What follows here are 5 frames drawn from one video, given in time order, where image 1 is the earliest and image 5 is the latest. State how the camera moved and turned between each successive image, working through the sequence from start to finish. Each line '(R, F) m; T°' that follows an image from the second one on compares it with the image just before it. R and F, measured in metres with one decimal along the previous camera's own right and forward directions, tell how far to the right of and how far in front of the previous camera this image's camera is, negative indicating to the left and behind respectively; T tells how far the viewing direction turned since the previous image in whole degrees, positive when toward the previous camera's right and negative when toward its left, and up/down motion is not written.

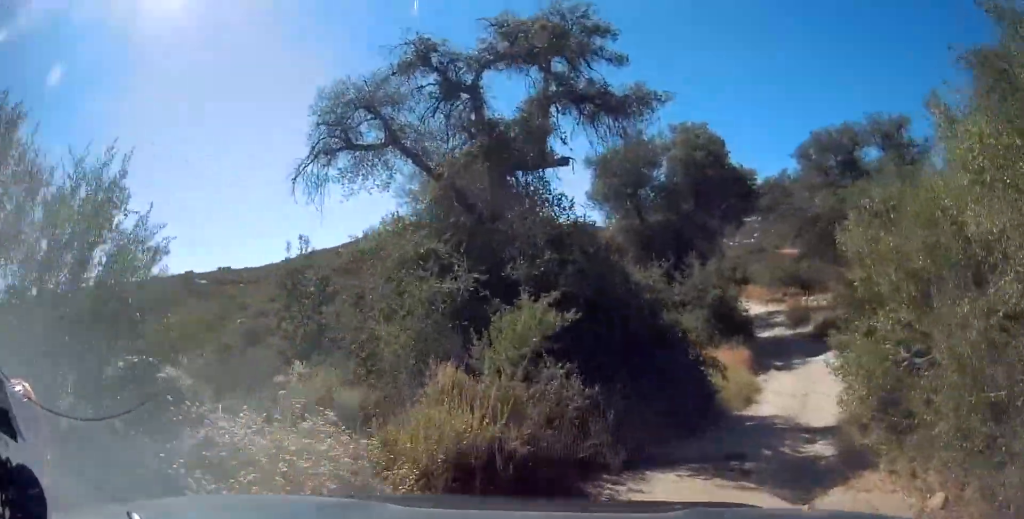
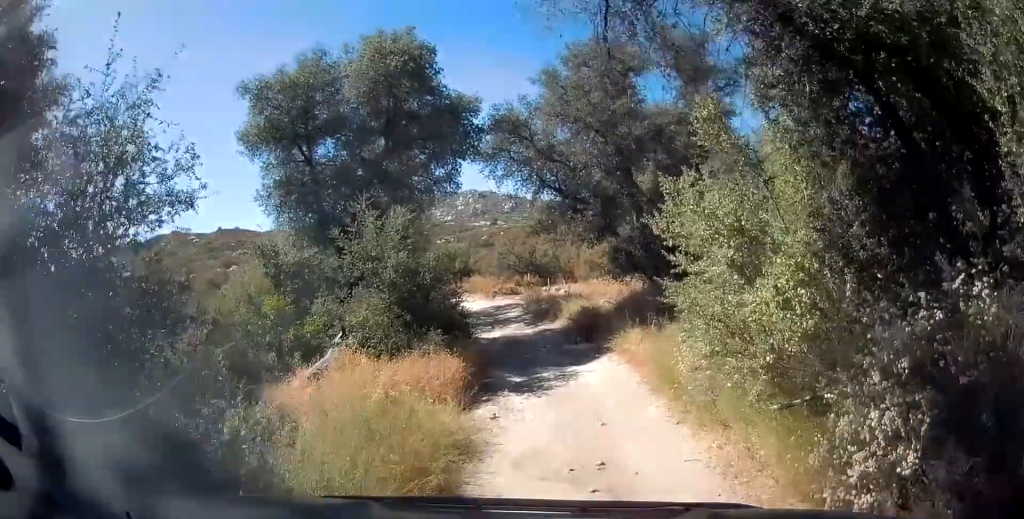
(+2.4, +9.9) m; +23°
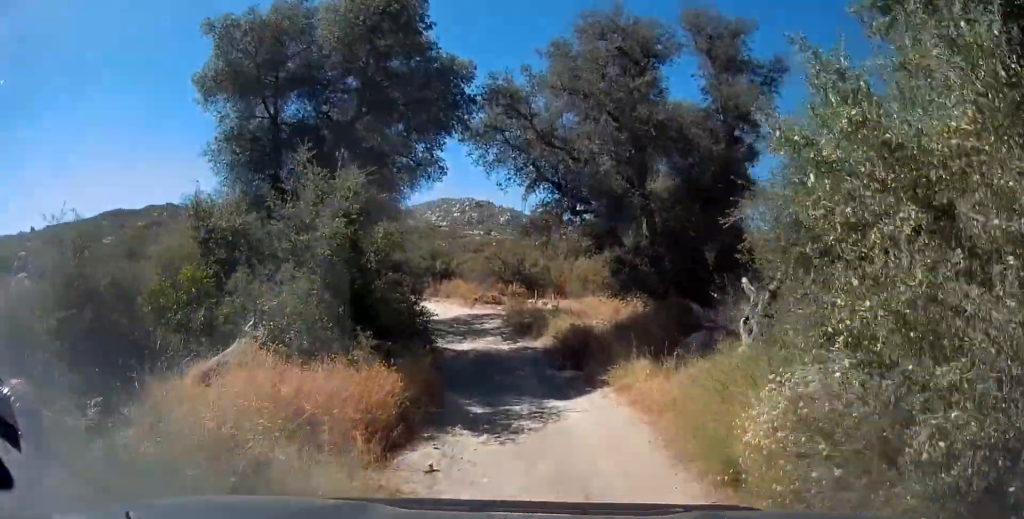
(+0.2, +3.6) m; +2°
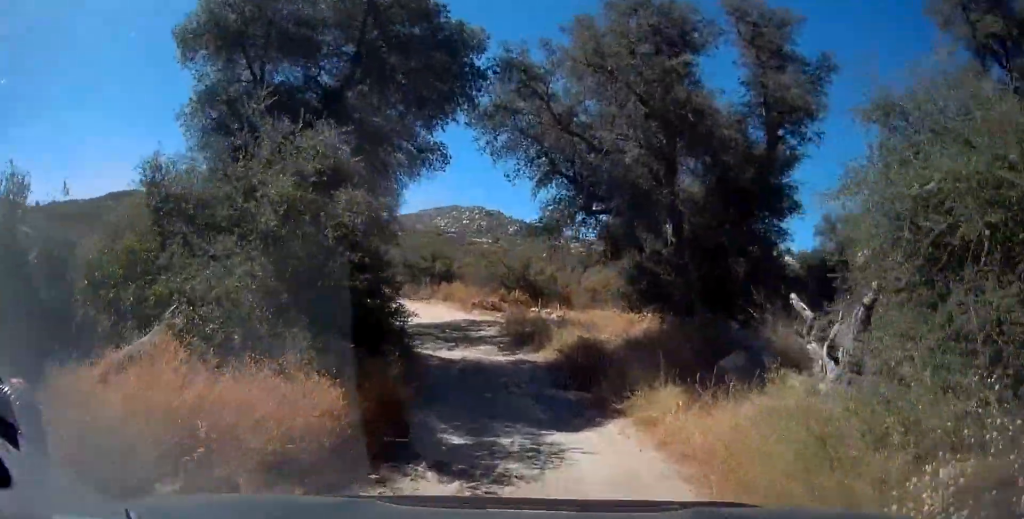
(0.0, +2.7) m; -2°
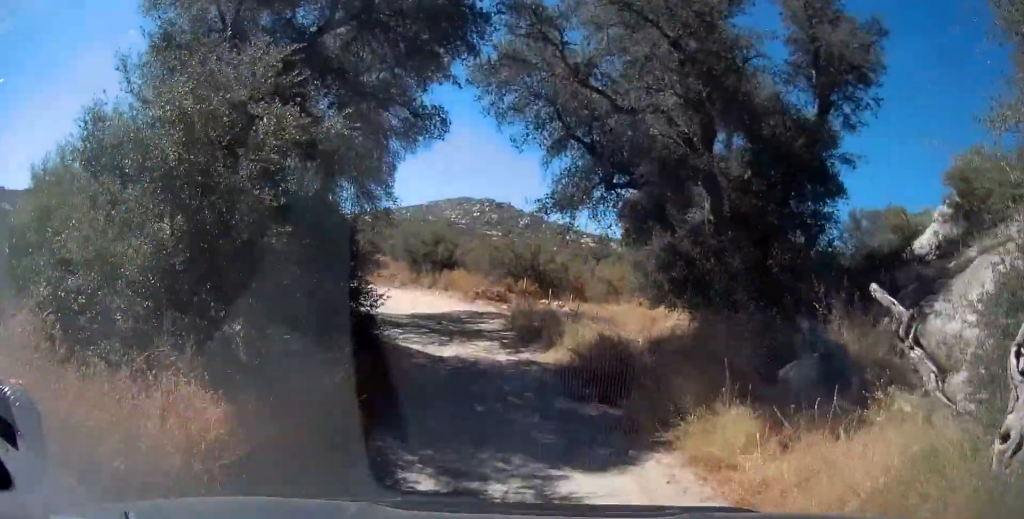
(+0.1, +2.9) m; -2°
